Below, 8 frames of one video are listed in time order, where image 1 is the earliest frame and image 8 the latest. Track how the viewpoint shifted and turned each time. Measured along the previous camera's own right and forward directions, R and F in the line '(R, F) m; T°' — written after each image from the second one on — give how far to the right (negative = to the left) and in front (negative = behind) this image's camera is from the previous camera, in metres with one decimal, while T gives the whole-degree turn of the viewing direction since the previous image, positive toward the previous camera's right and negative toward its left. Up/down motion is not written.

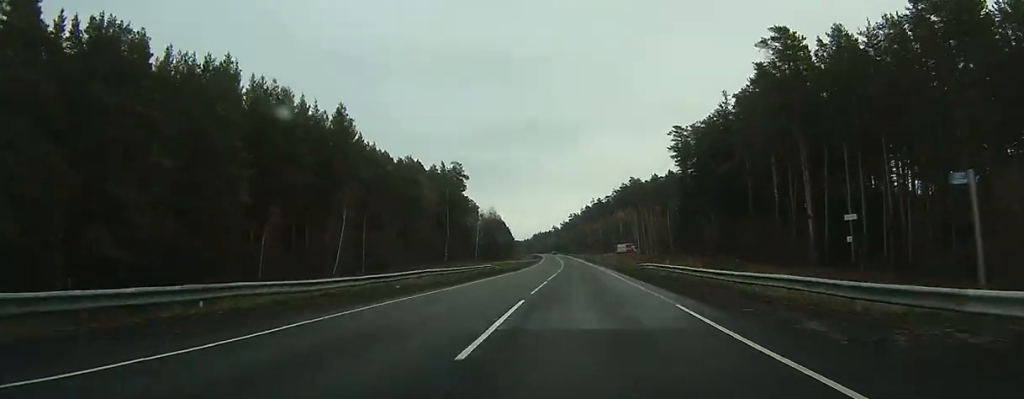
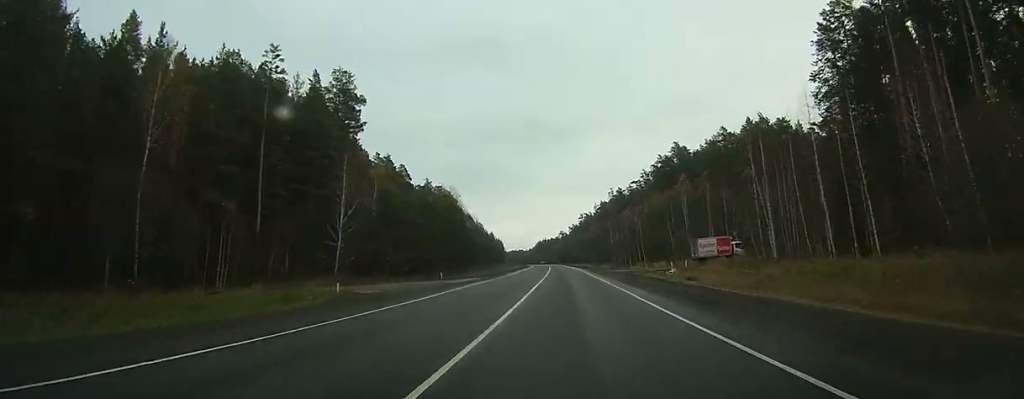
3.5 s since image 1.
(-0.4, +102.2) m; -1°
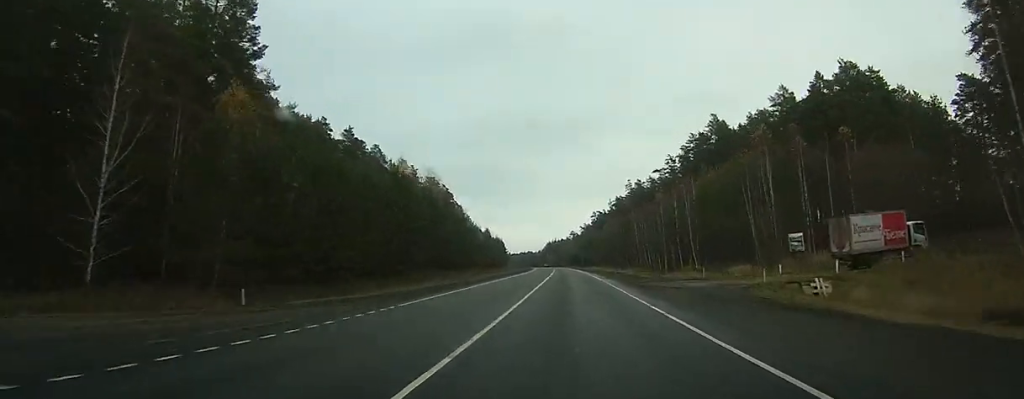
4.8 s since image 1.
(-0.4, +37.0) m; -1°
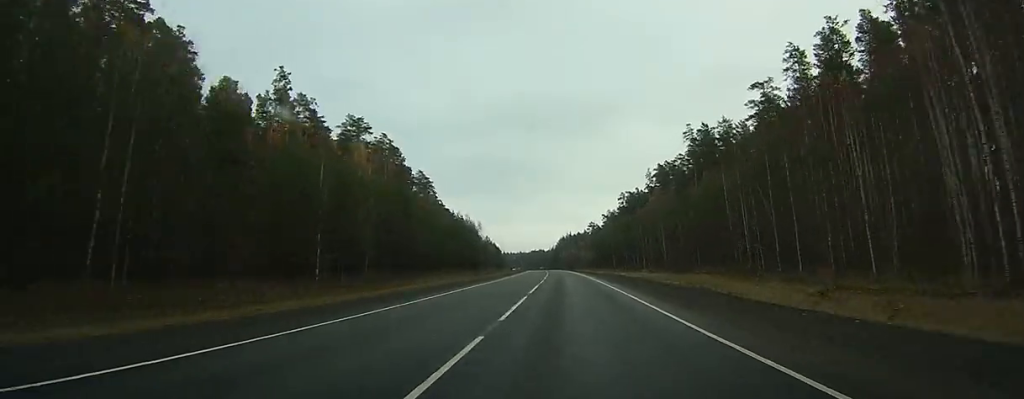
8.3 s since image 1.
(-1.9, +101.5) m; -2°
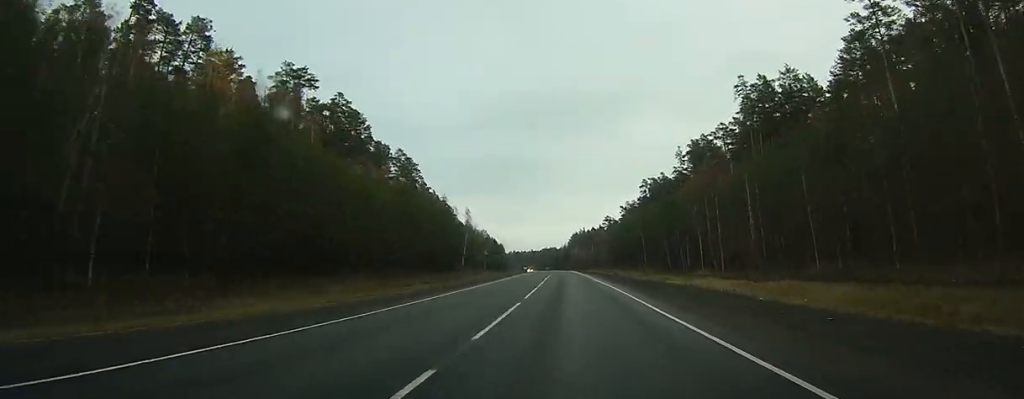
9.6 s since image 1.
(0.0, +39.1) m; -1°
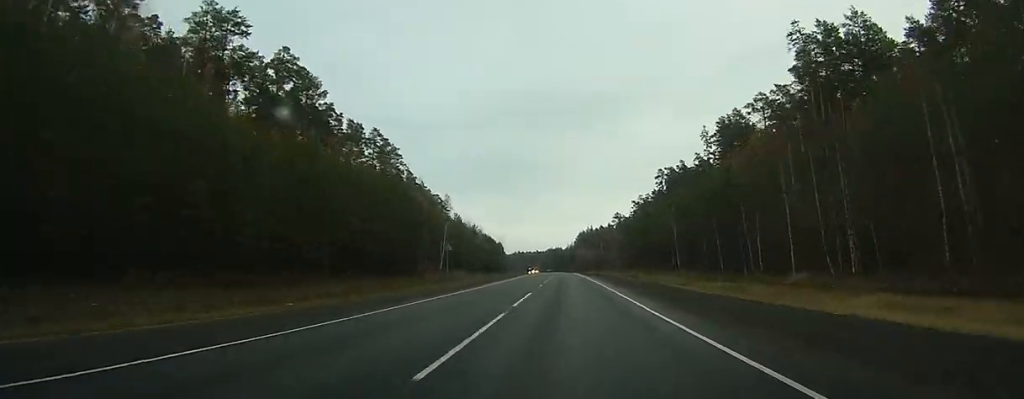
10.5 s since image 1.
(-0.3, +27.5) m; -1°
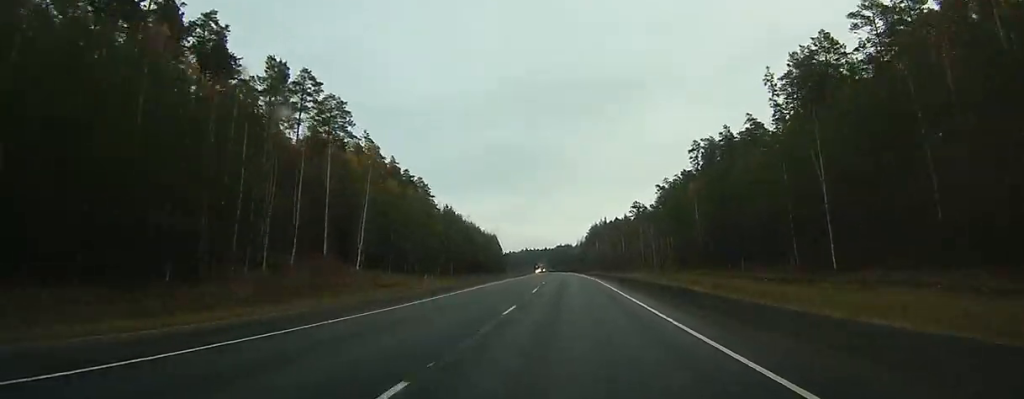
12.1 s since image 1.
(-0.4, +45.1) m; -1°
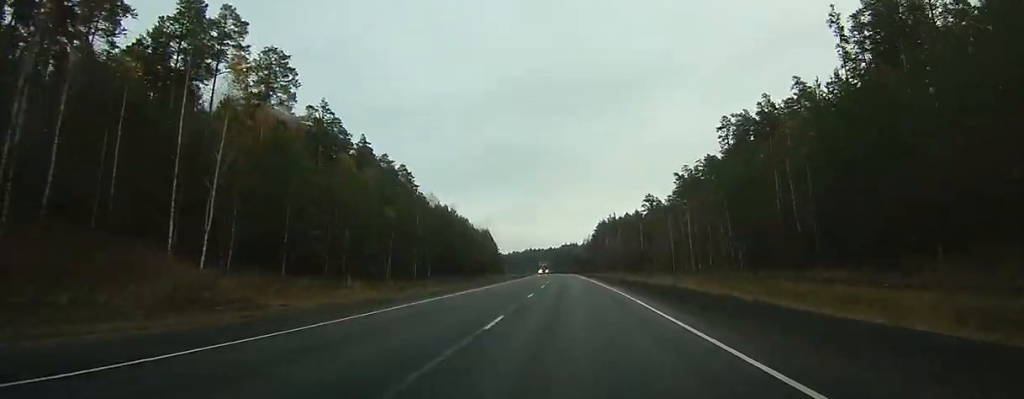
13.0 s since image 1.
(0.0, +27.5) m; 0°
